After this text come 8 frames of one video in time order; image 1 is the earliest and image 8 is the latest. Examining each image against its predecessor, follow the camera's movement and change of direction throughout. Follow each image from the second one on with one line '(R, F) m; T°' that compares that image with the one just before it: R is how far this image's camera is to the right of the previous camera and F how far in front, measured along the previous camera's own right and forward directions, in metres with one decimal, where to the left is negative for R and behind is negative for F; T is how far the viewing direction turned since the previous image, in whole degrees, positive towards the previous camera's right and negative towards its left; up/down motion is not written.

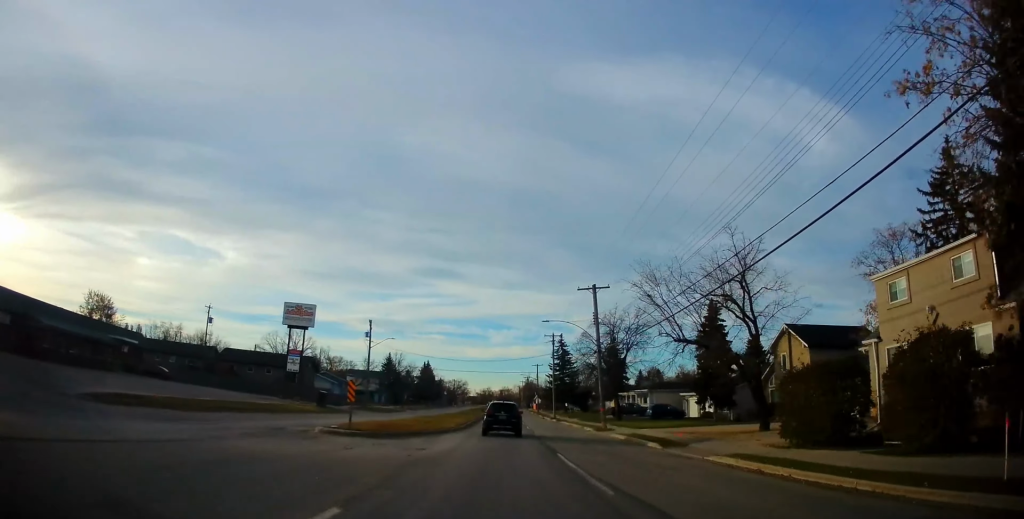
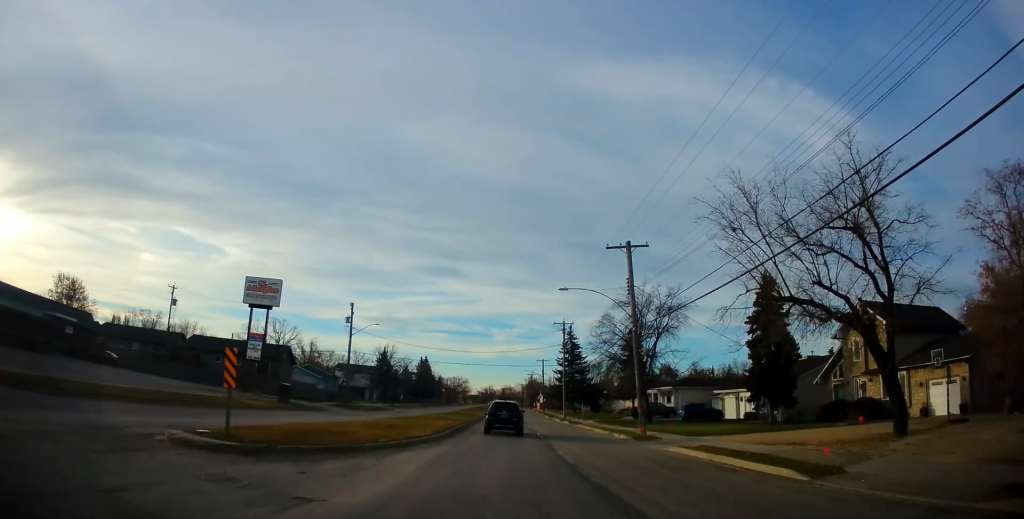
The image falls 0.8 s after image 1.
(+0.1, +10.4) m; 0°
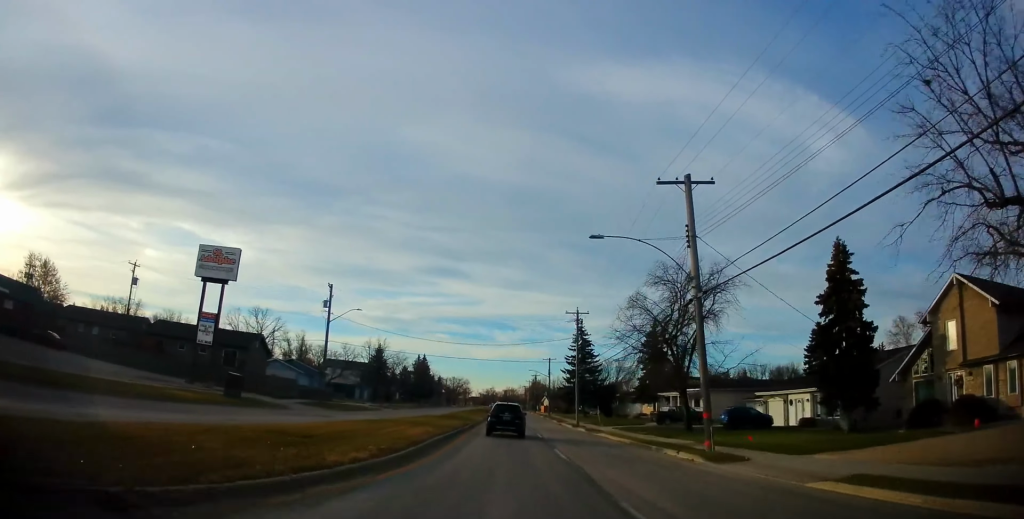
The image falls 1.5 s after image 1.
(-0.1, +9.6) m; 0°
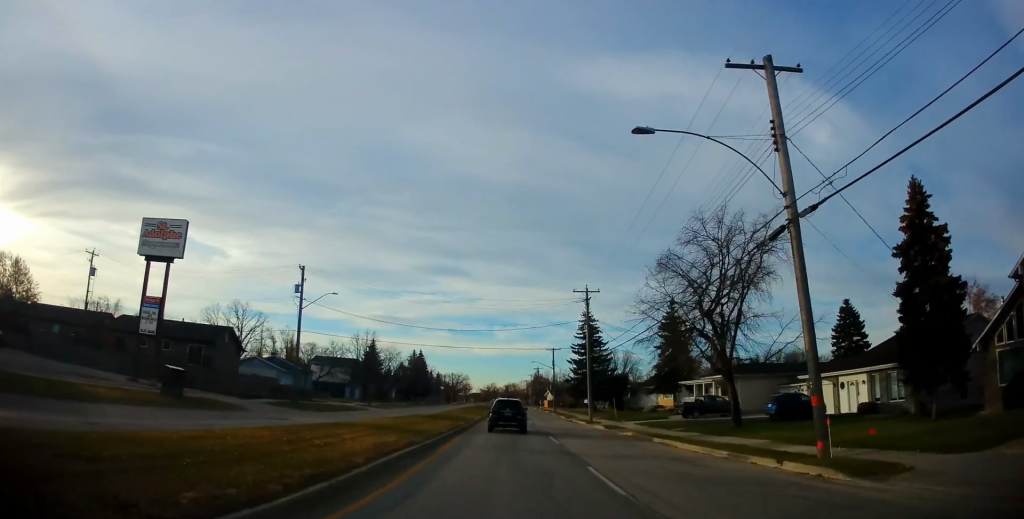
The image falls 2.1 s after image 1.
(0.0, +8.2) m; 0°
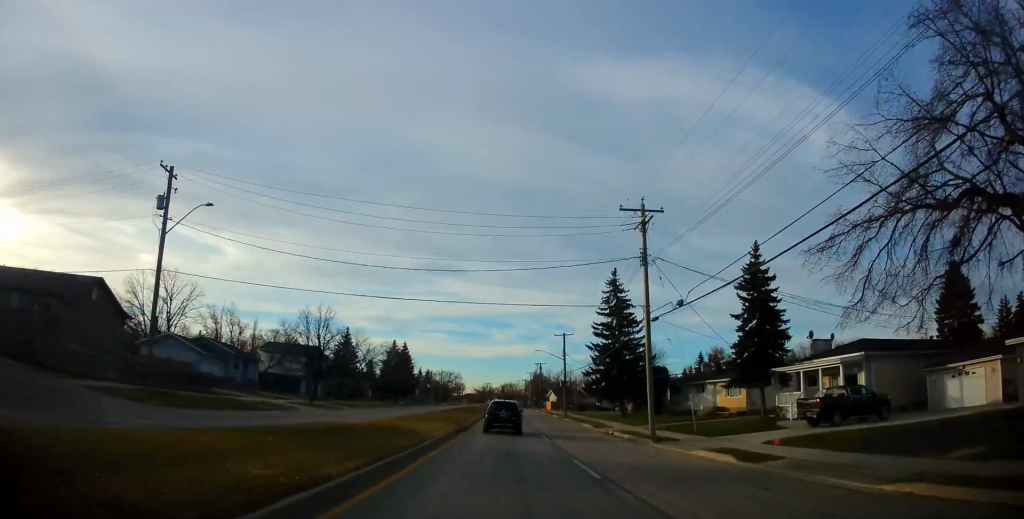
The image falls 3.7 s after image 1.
(-0.1, +23.5) m; 0°
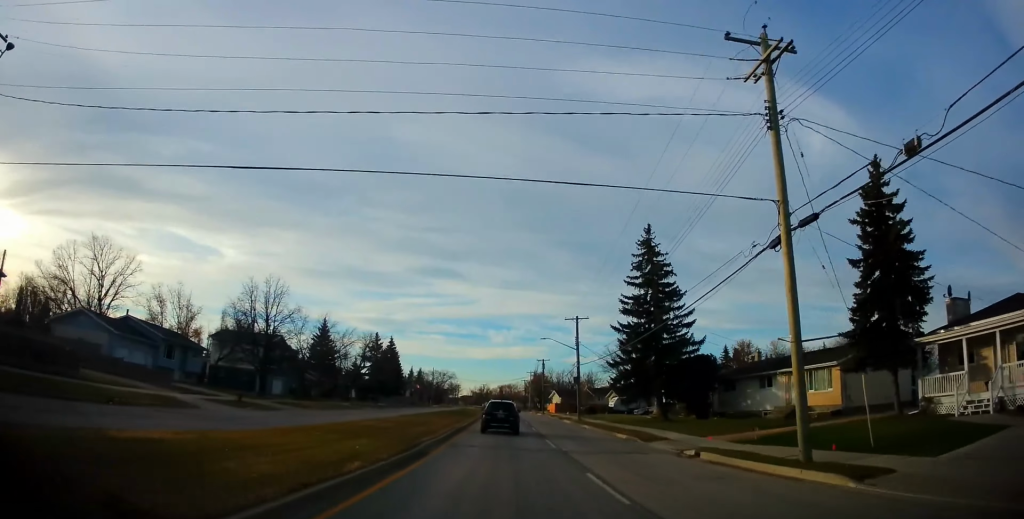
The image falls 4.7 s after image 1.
(0.0, +16.1) m; 0°
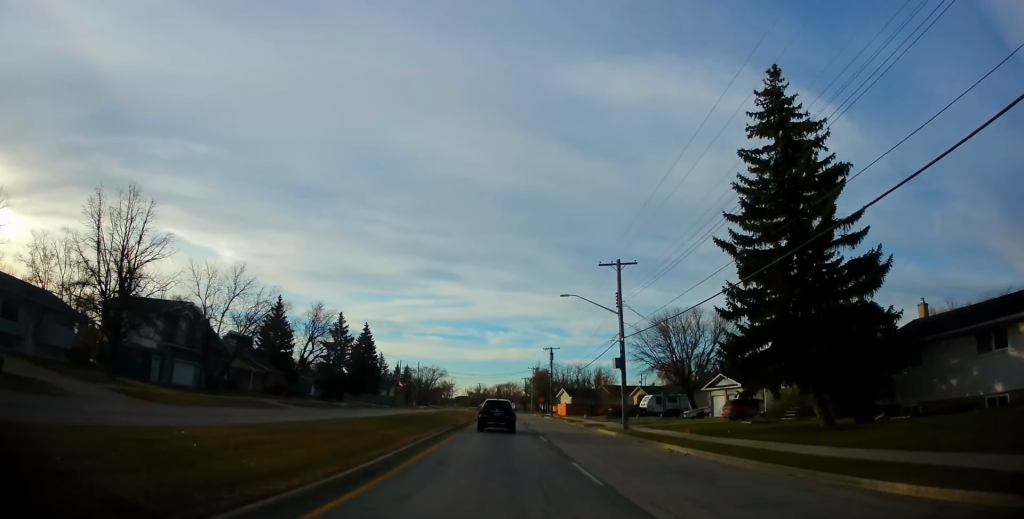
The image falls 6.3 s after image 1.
(-0.7, +24.1) m; -1°
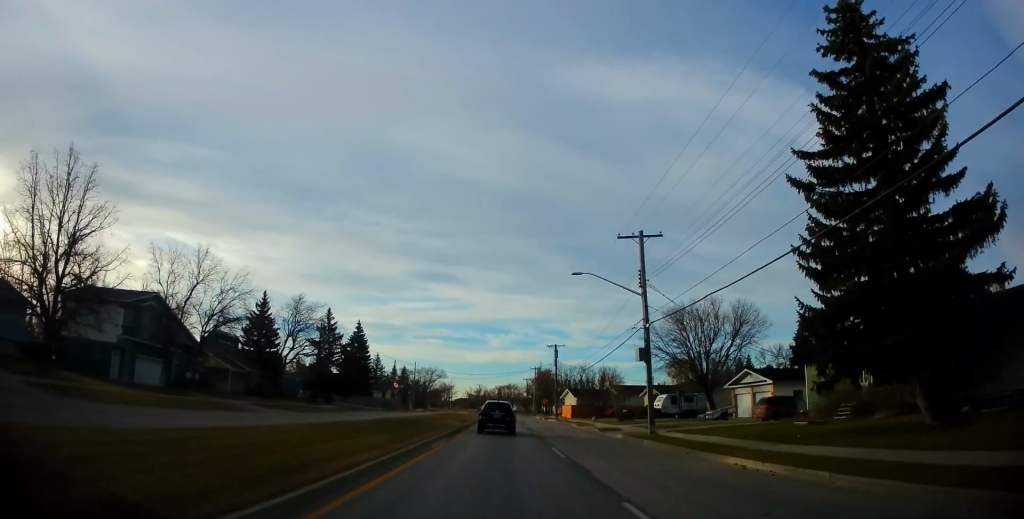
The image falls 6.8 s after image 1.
(-0.4, +6.4) m; +1°
